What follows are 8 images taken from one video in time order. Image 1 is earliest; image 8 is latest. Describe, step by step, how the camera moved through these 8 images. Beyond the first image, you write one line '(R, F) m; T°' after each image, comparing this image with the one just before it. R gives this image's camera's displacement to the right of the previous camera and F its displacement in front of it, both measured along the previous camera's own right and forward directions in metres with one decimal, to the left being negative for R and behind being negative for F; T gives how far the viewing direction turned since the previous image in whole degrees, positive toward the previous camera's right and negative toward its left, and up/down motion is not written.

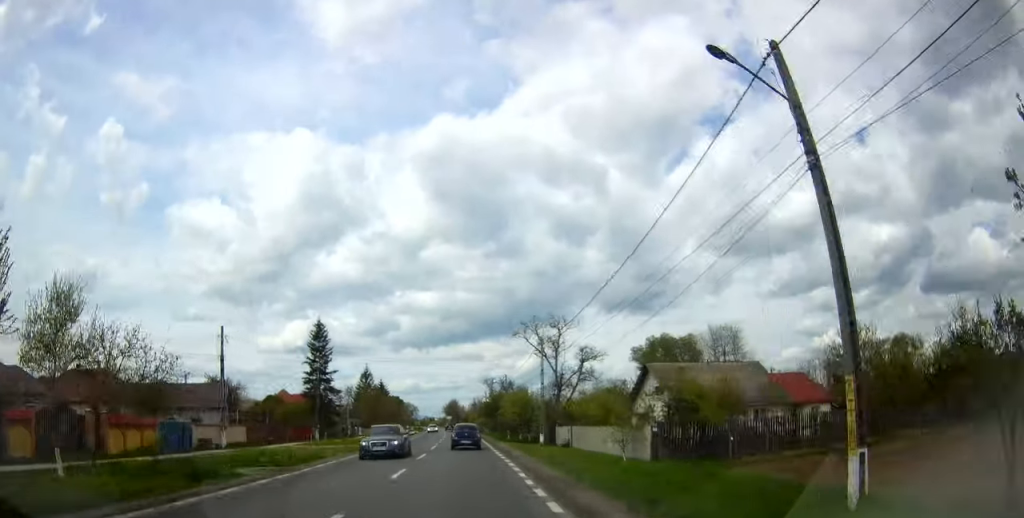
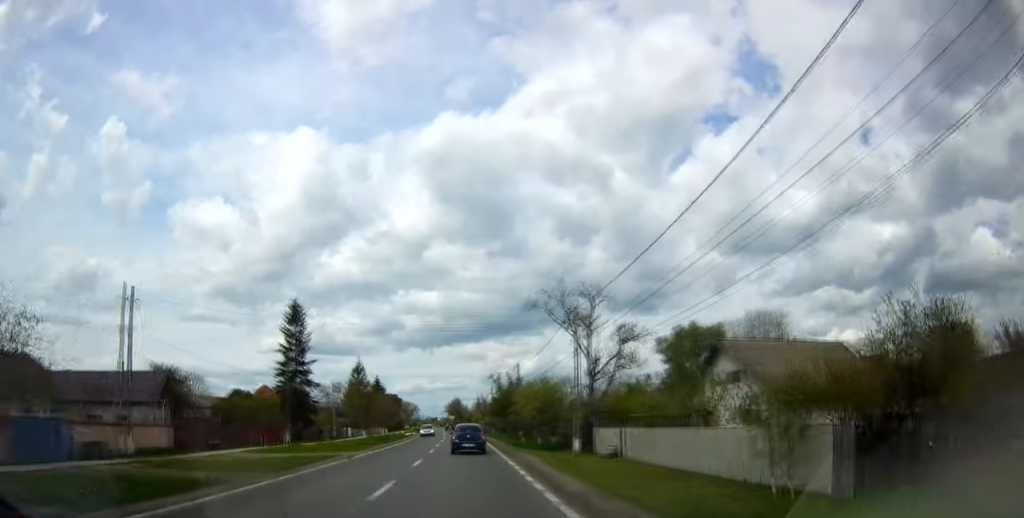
(-0.1, +12.6) m; 0°
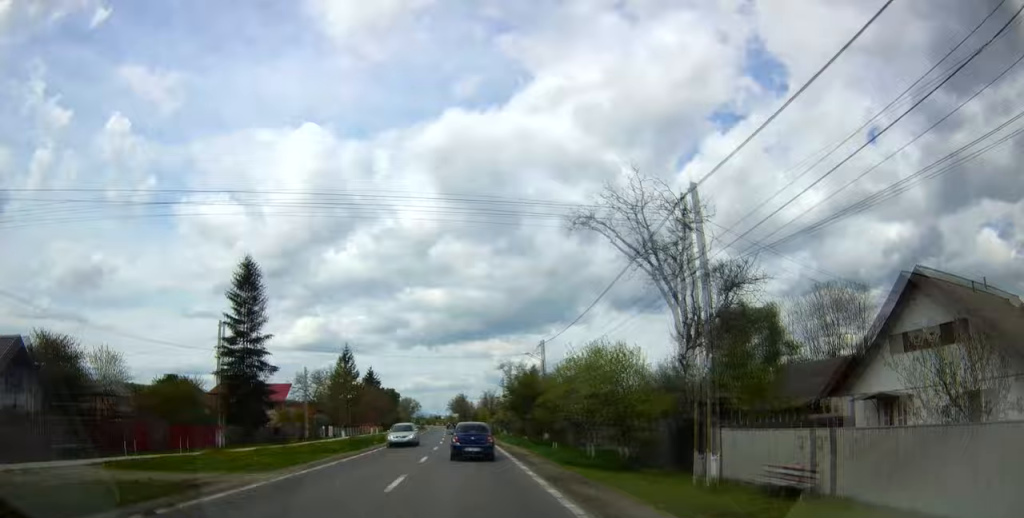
(+0.3, +17.2) m; 0°
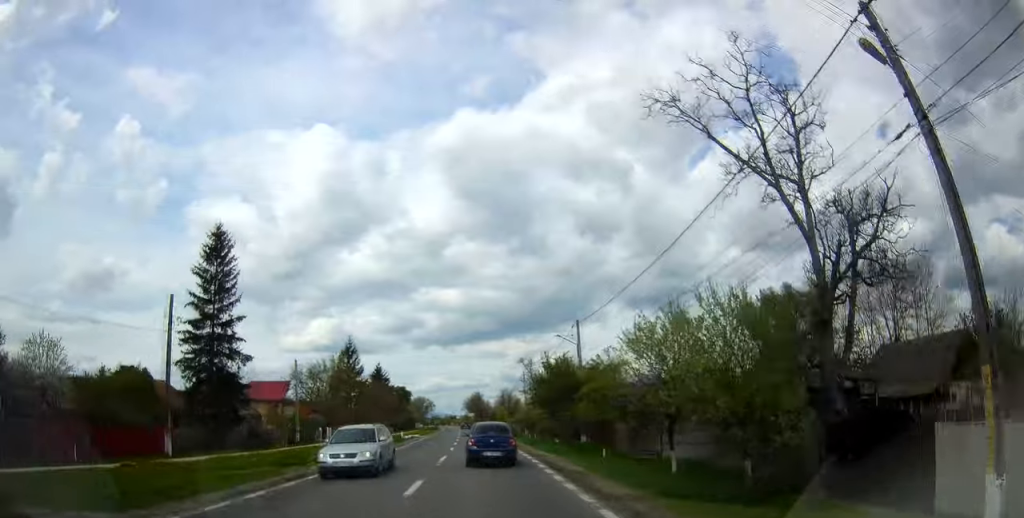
(-0.1, +9.8) m; 0°
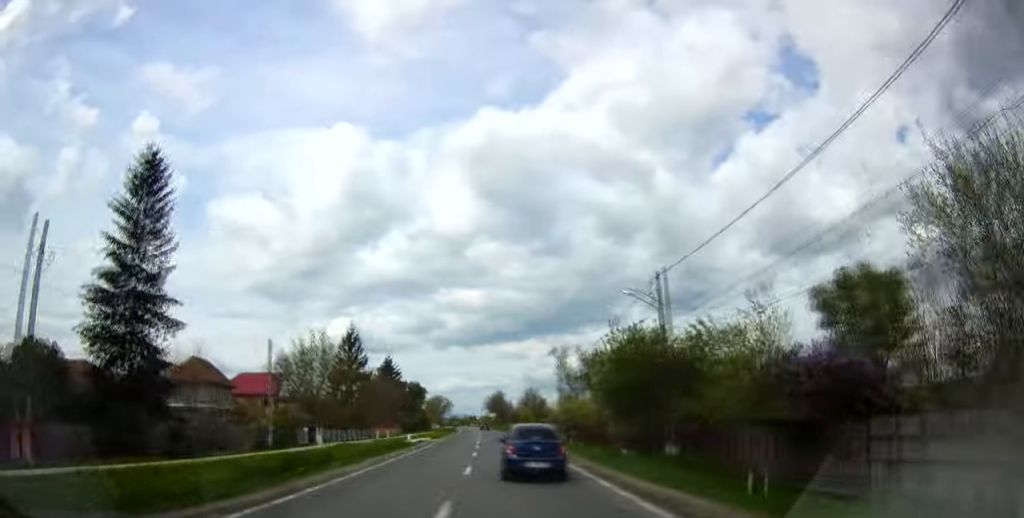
(-0.2, +13.8) m; 0°
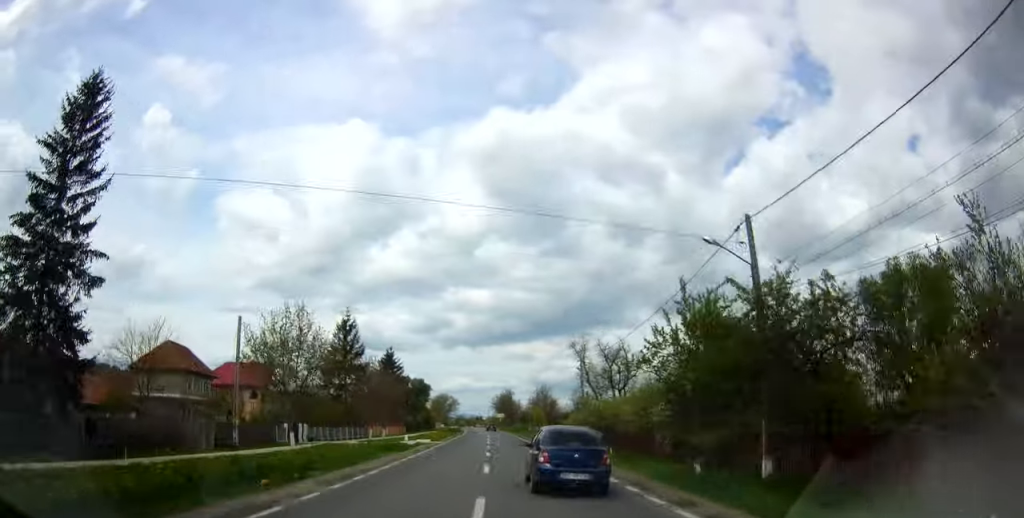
(+0.2, +8.1) m; 0°
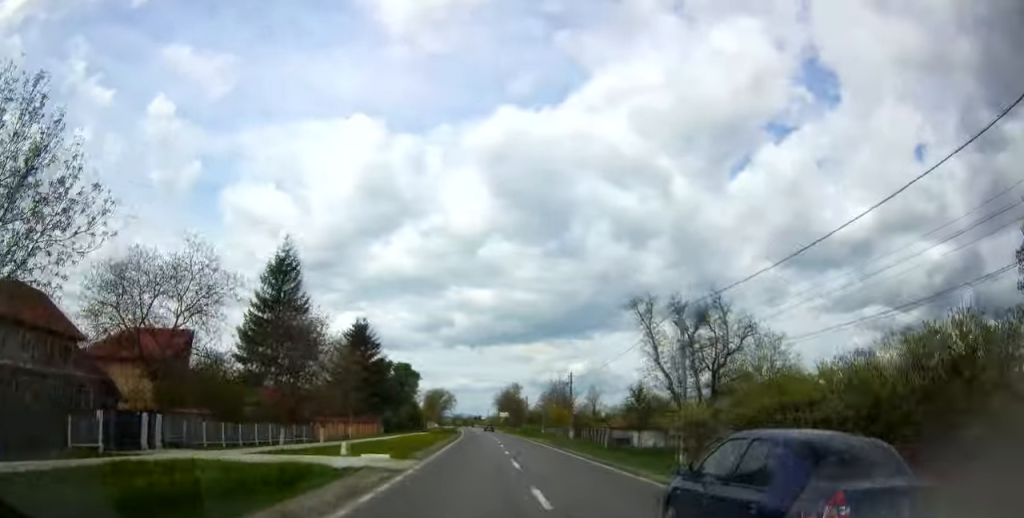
(-0.2, +25.2) m; -2°
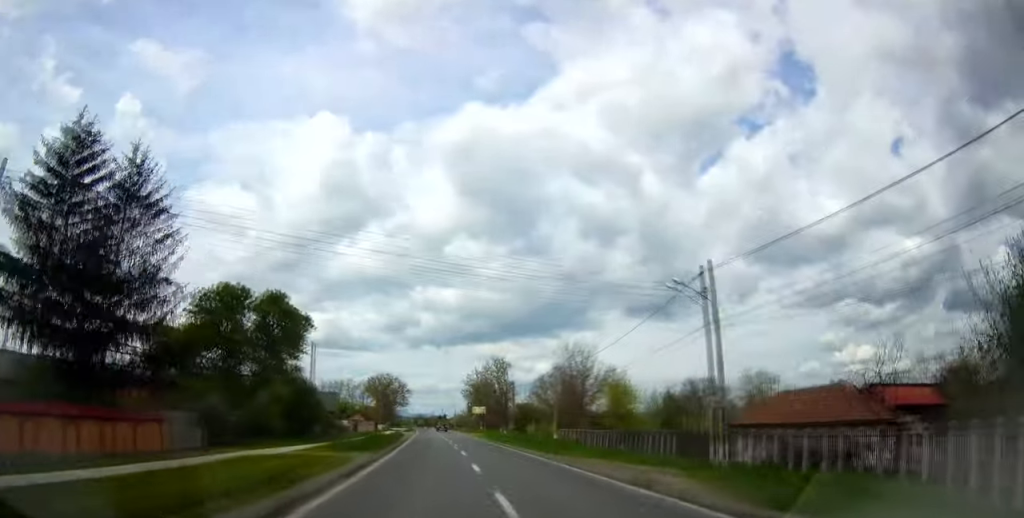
(-0.6, +45.4) m; +2°
